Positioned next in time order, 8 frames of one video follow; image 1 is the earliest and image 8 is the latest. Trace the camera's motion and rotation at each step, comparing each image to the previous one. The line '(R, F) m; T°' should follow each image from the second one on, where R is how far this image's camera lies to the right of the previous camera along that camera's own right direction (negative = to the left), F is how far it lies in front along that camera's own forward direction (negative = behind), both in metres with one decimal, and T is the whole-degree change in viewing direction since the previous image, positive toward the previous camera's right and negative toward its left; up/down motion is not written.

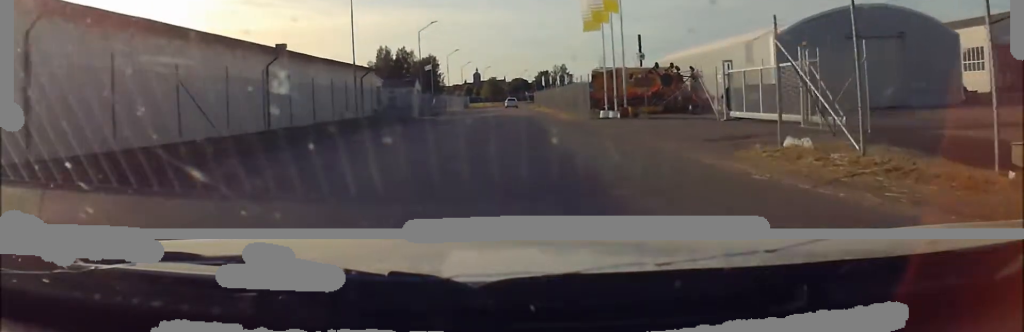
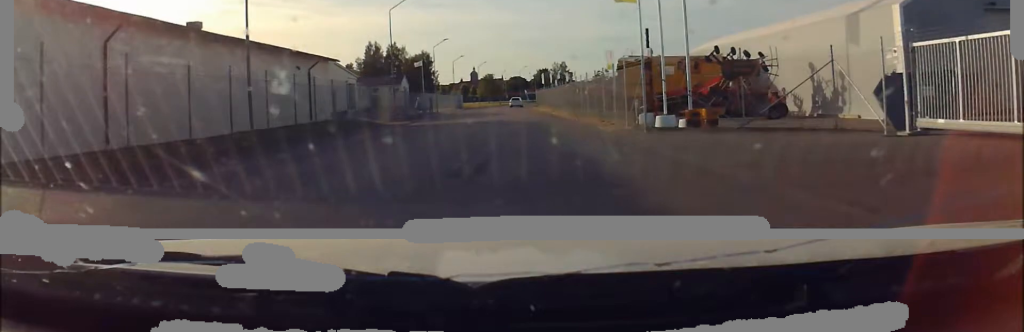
(+0.1, +15.1) m; +1°
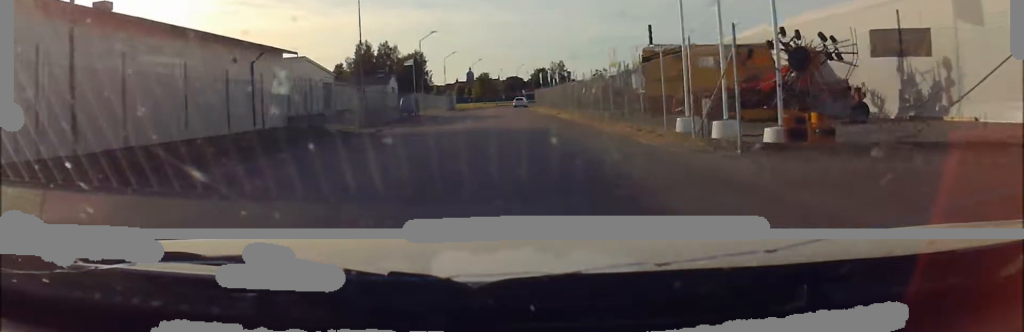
(0.0, +9.1) m; 0°
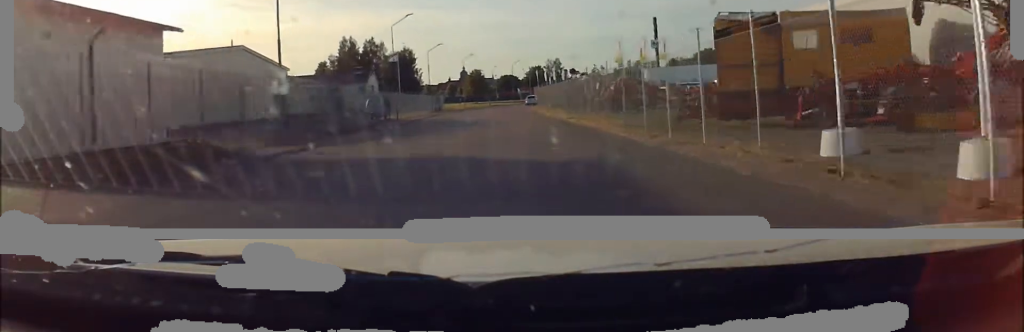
(-0.1, +12.9) m; -1°
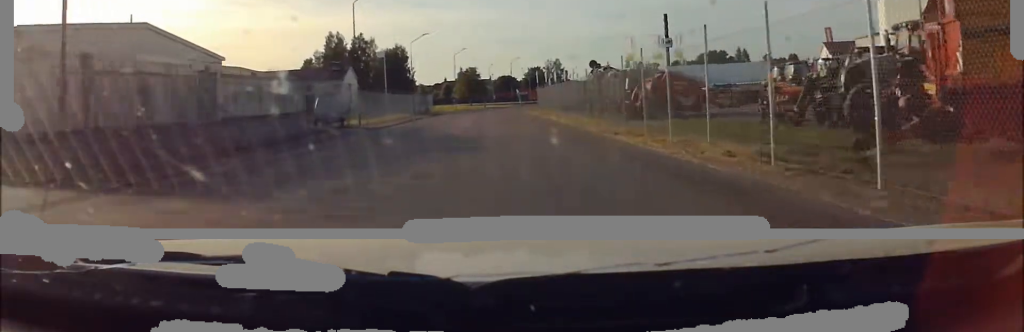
(-0.1, +13.6) m; 0°
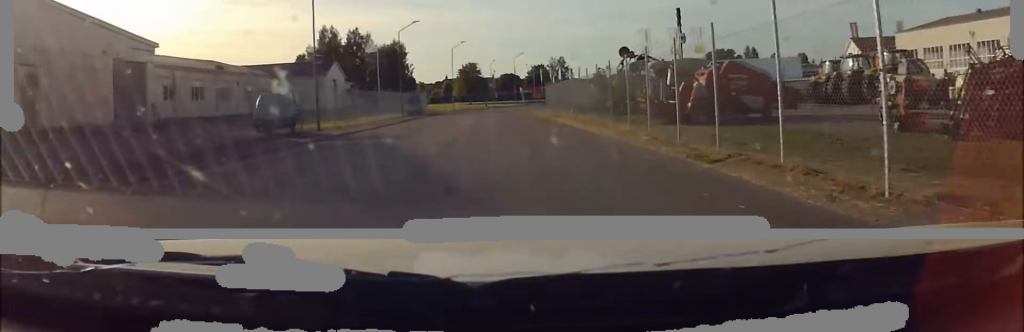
(0.0, +9.4) m; 0°
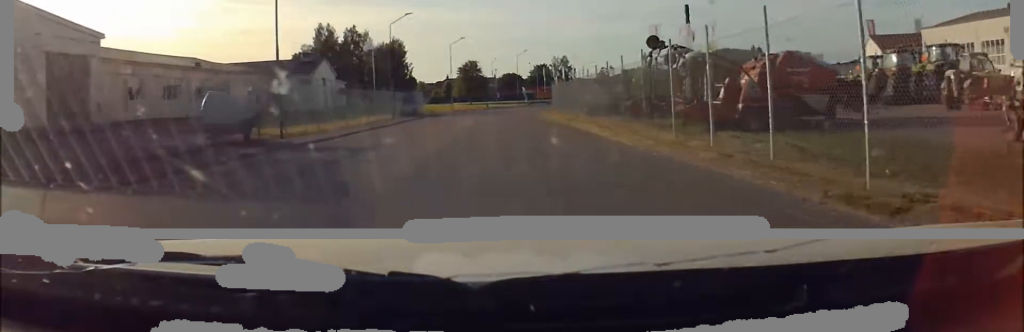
(0.0, +5.6) m; 0°
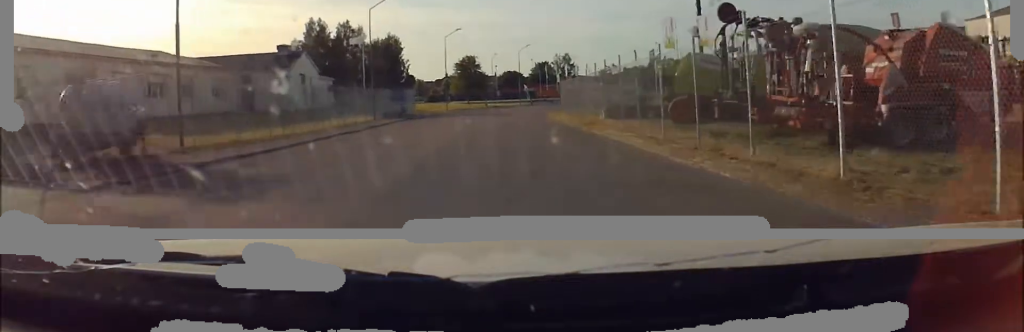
(0.0, +8.6) m; 0°
